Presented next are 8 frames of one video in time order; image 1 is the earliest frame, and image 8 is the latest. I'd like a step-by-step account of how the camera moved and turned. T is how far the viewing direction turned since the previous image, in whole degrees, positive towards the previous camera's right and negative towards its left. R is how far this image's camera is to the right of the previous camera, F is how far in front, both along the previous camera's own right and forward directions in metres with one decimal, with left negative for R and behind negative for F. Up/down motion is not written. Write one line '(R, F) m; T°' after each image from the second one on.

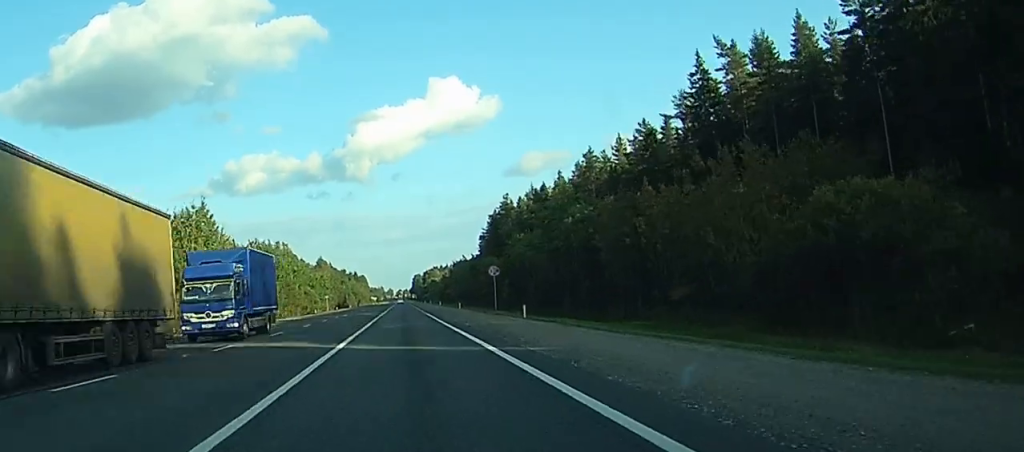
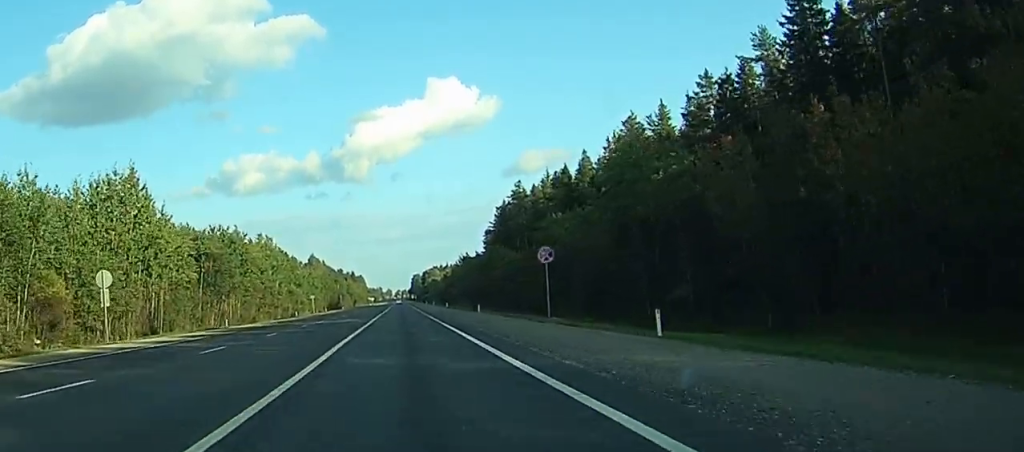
(0.0, +24.9) m; 0°
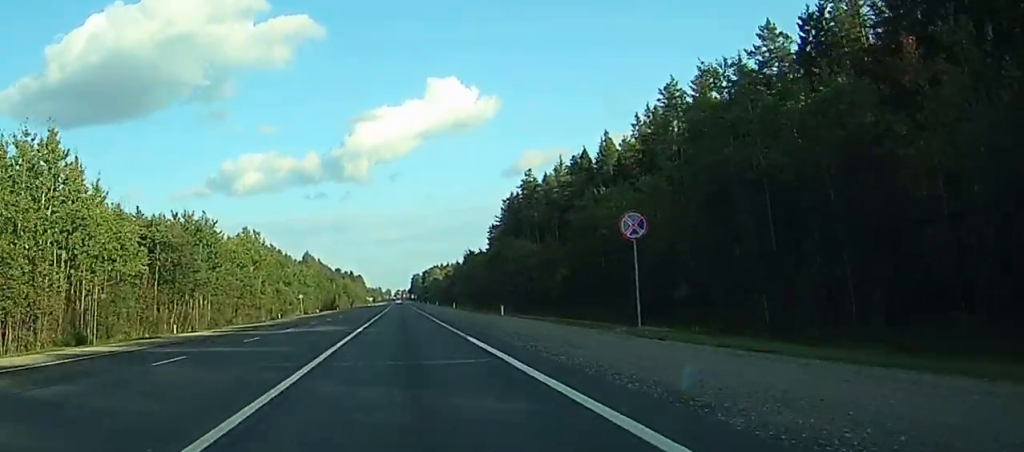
(0.0, +16.6) m; 0°
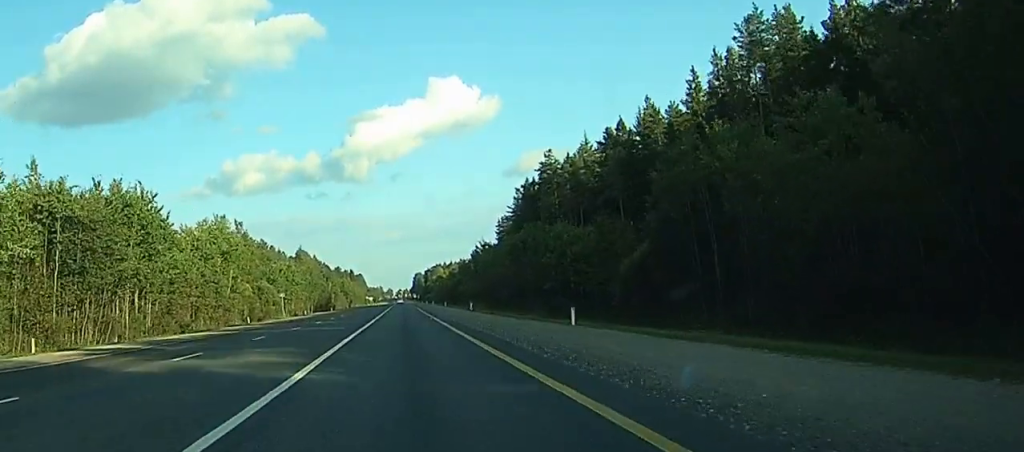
(0.0, +22.1) m; 0°
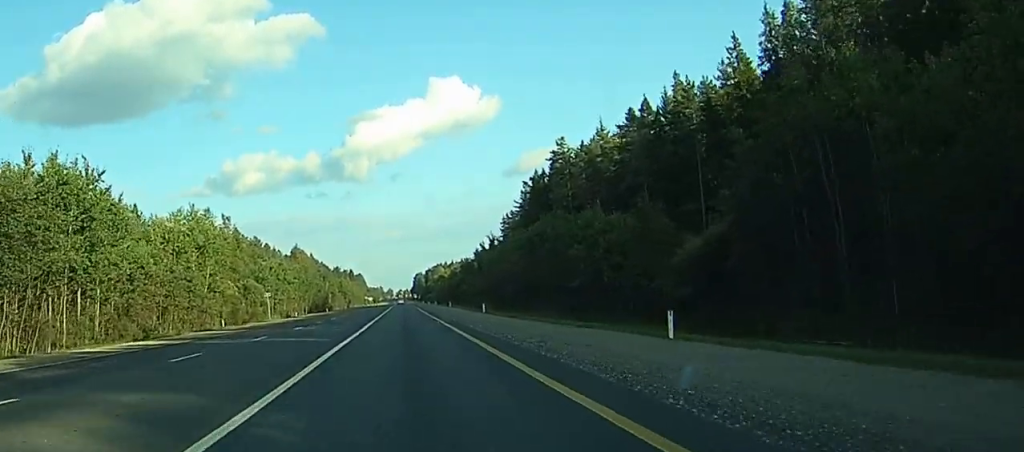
(0.0, +12.0) m; 0°
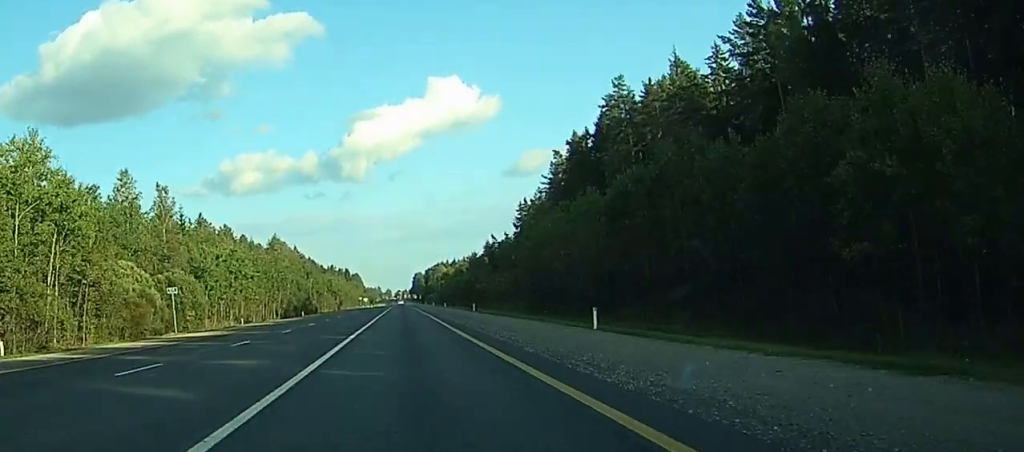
(+0.1, +39.6) m; 0°
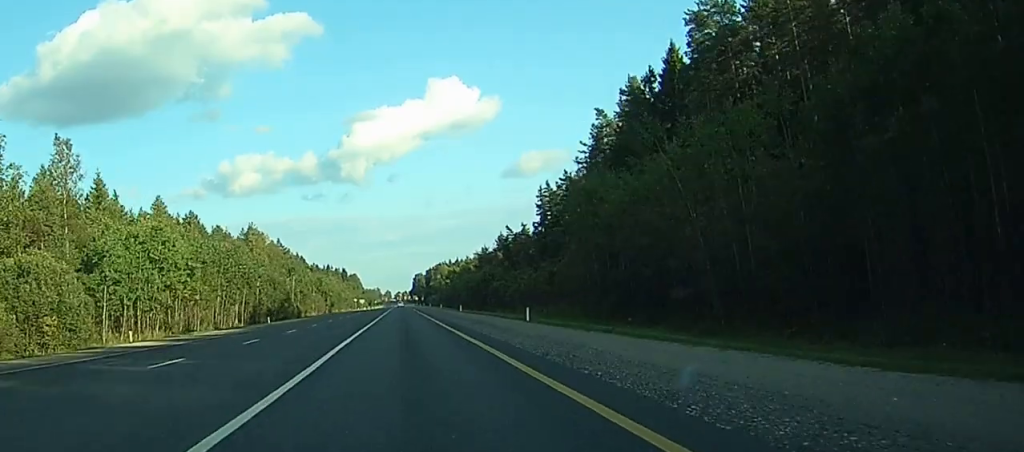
(0.0, +33.1) m; 0°
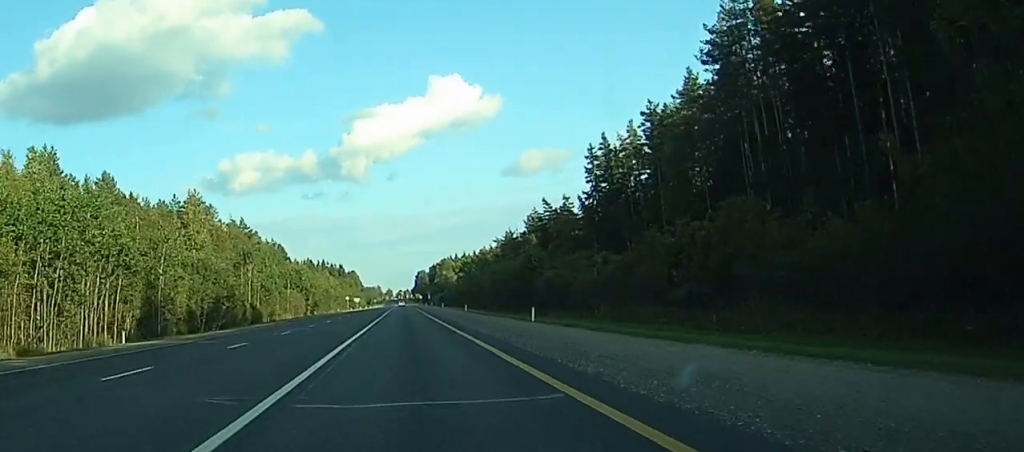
(-0.1, +50.7) m; 0°
